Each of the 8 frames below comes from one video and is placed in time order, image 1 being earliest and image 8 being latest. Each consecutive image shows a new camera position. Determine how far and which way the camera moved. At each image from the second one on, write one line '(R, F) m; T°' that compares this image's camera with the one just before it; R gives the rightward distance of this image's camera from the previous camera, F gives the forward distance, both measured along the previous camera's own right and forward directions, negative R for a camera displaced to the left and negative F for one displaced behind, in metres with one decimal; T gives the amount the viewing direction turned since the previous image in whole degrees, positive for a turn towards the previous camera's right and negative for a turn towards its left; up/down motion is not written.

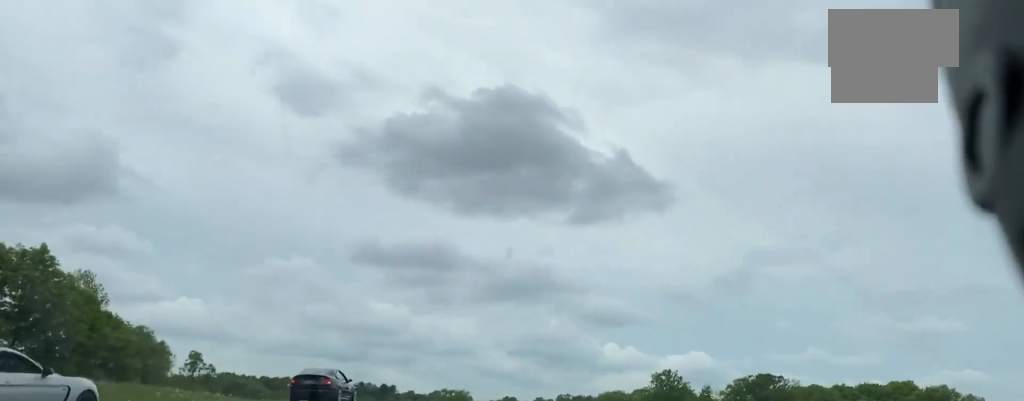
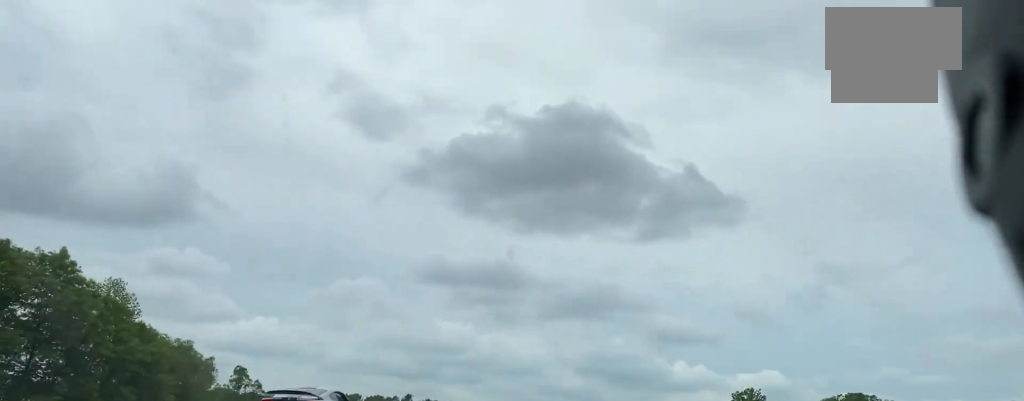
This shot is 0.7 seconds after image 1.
(-0.4, +13.4) m; -4°
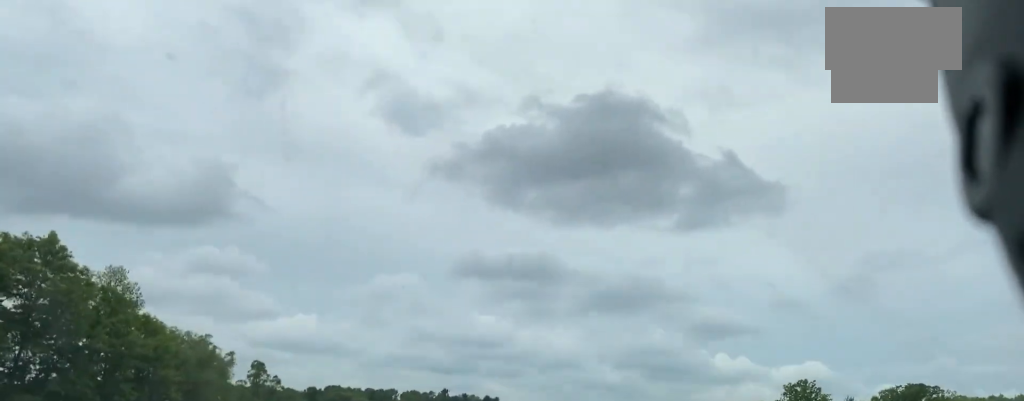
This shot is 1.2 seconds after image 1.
(-0.4, +9.4) m; -1°
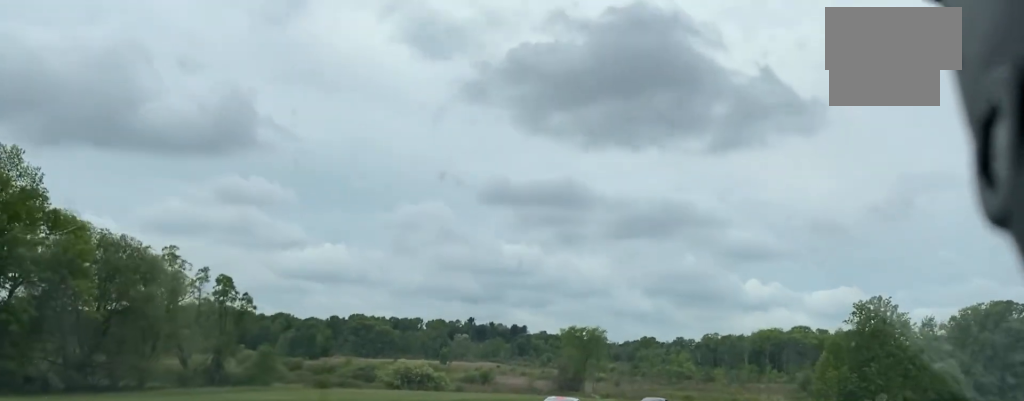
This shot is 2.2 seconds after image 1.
(-0.3, +22.8) m; +1°
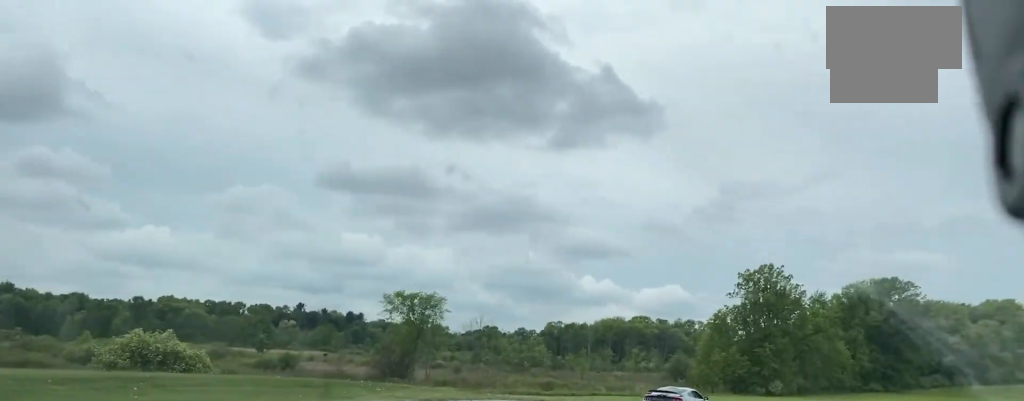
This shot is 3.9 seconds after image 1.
(+2.6, +36.4) m; +12°
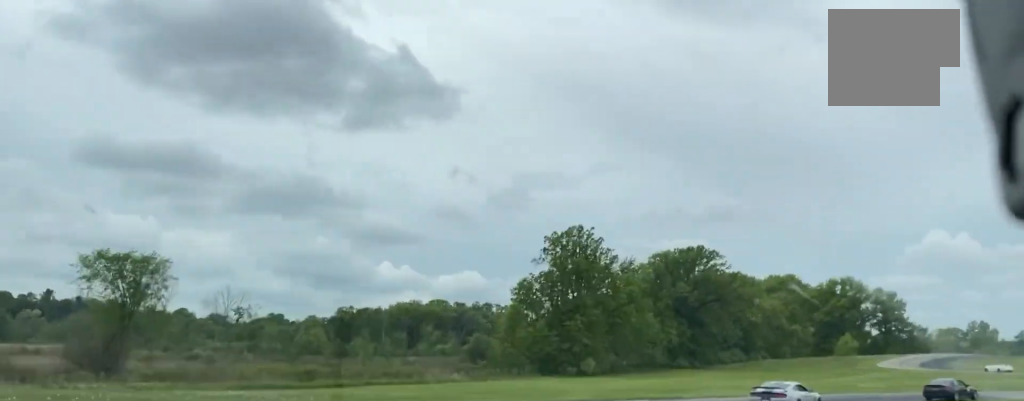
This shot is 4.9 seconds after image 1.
(+2.8, +23.1) m; +16°
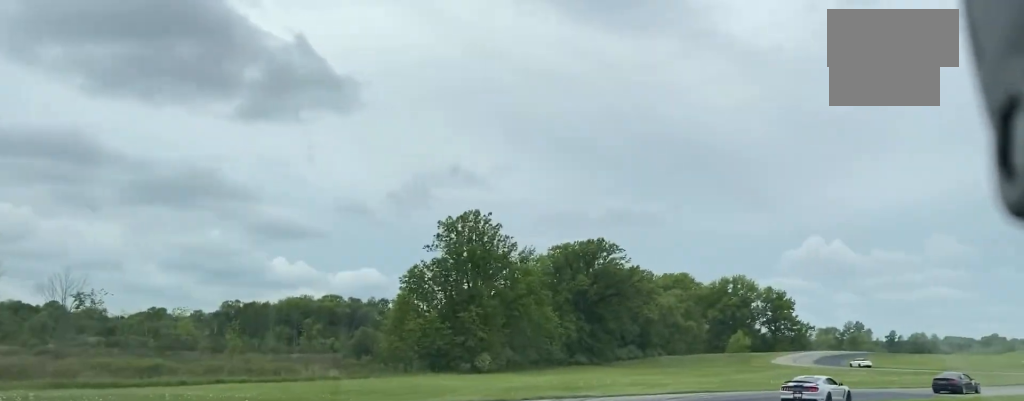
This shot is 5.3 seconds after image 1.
(+1.1, +9.4) m; +8°
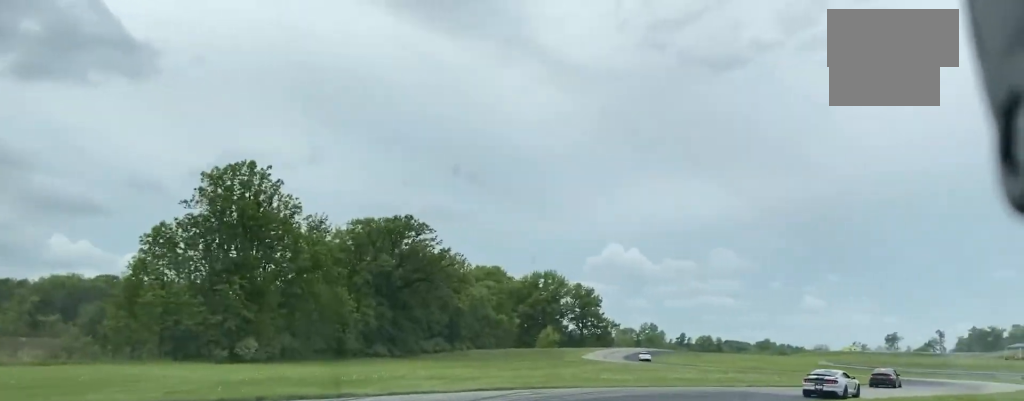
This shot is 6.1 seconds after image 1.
(+1.8, +15.5) m; +13°
